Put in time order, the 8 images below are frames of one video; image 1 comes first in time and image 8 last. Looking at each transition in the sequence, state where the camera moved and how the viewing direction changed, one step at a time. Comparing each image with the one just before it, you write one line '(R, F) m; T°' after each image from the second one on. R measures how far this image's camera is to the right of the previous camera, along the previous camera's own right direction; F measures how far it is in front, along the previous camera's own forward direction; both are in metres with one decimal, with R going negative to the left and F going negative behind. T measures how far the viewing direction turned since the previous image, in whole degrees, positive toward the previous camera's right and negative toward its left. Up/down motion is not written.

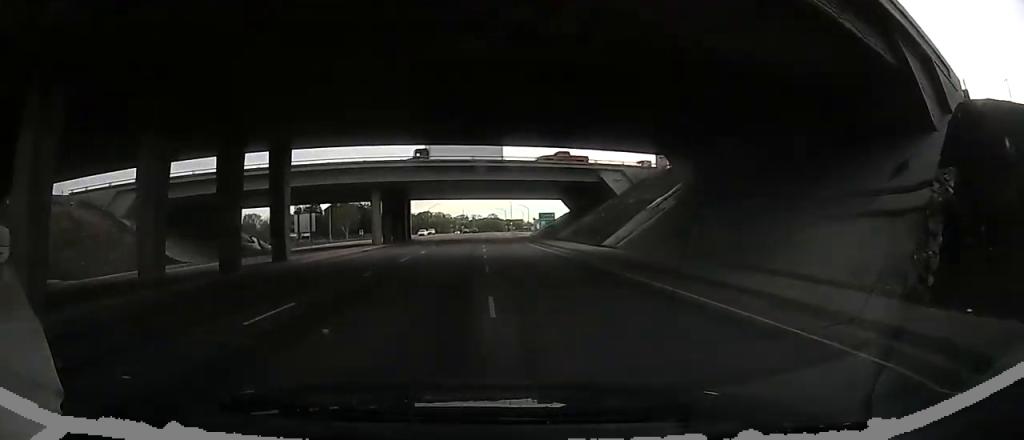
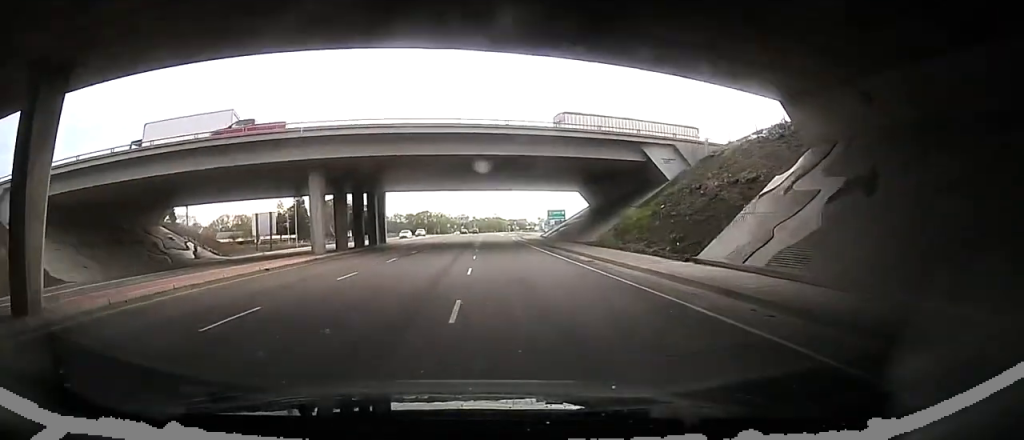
(+0.1, +14.3) m; 0°
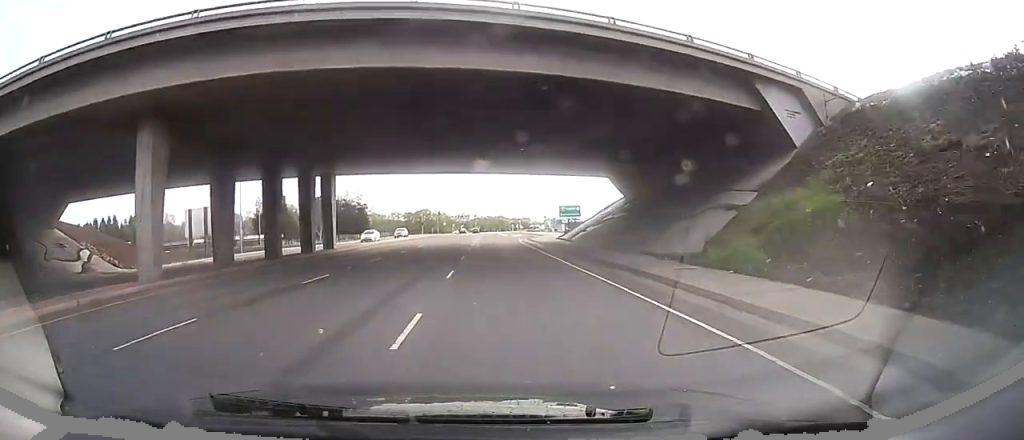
(0.0, +15.4) m; 0°
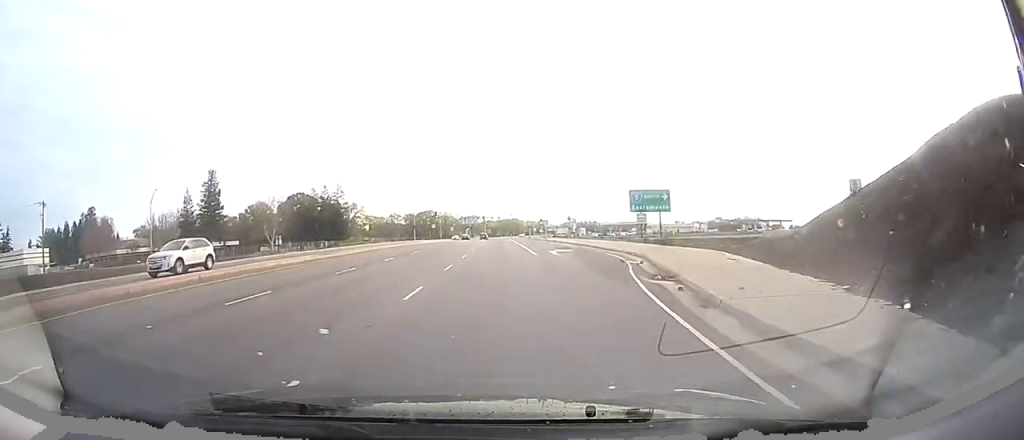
(+0.4, +40.2) m; 0°
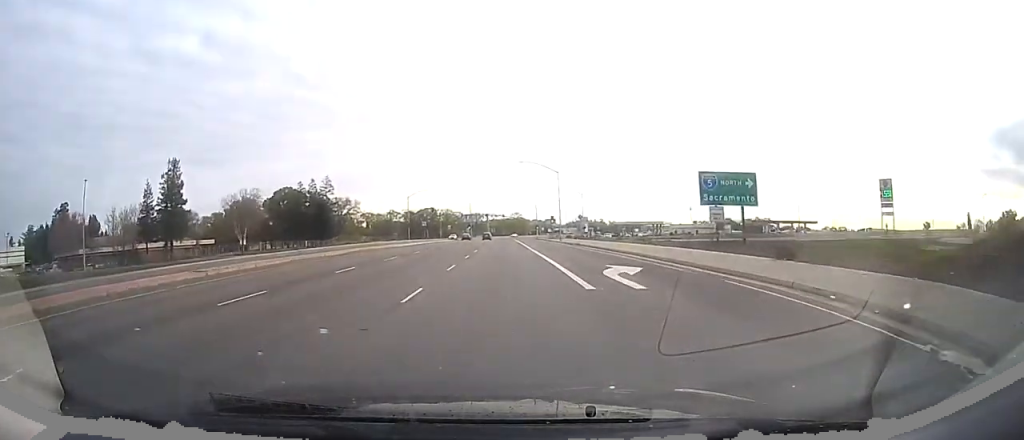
(-0.3, +14.7) m; -1°
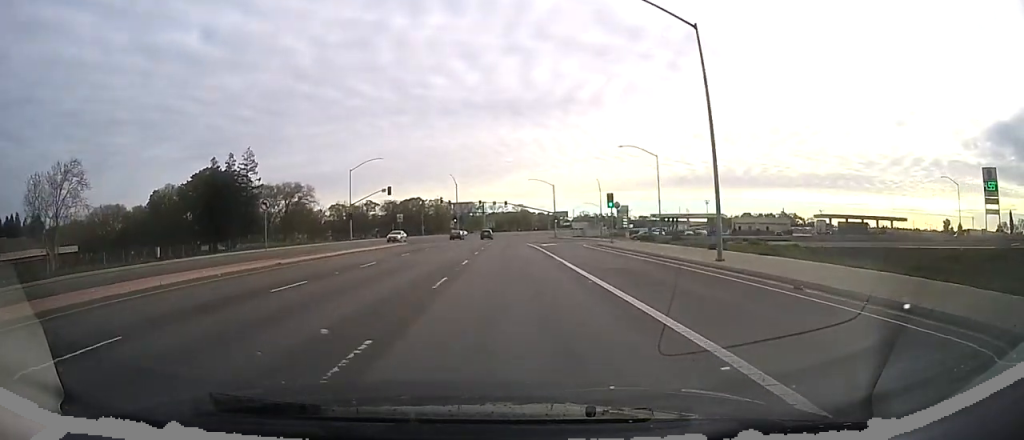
(-0.5, +48.9) m; -1°
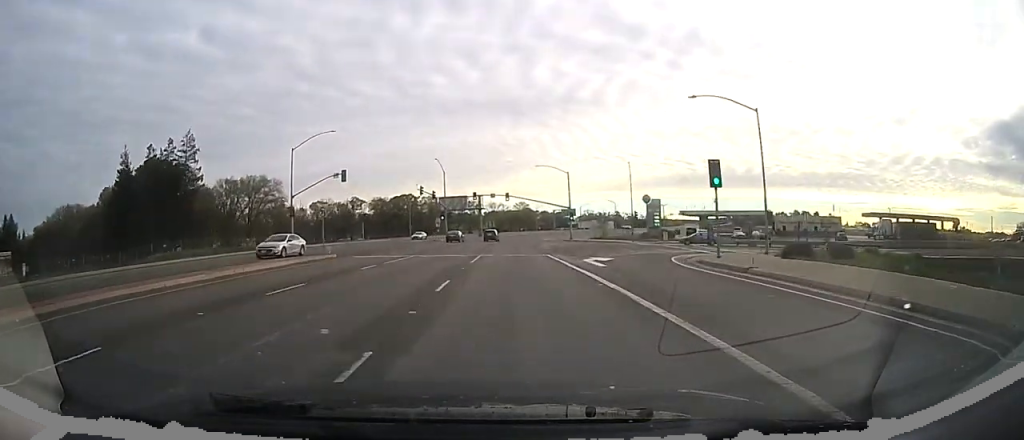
(-0.1, +22.7) m; -1°
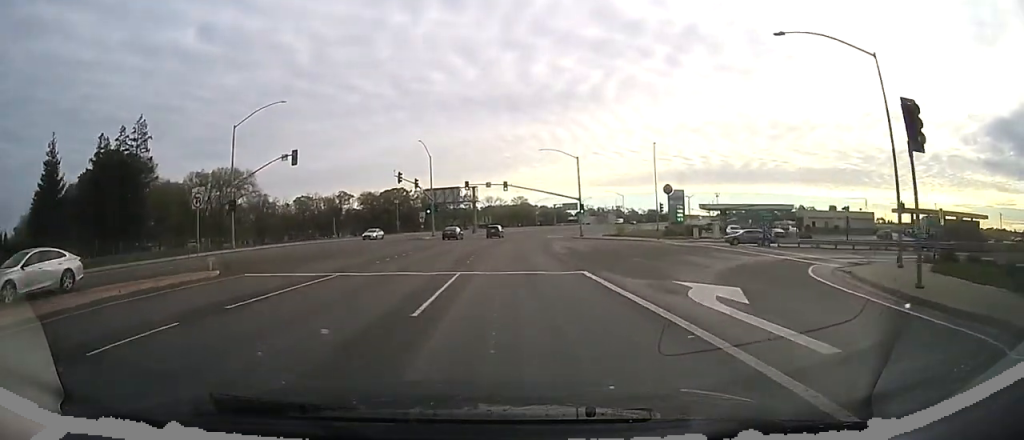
(0.0, +13.0) m; 0°
